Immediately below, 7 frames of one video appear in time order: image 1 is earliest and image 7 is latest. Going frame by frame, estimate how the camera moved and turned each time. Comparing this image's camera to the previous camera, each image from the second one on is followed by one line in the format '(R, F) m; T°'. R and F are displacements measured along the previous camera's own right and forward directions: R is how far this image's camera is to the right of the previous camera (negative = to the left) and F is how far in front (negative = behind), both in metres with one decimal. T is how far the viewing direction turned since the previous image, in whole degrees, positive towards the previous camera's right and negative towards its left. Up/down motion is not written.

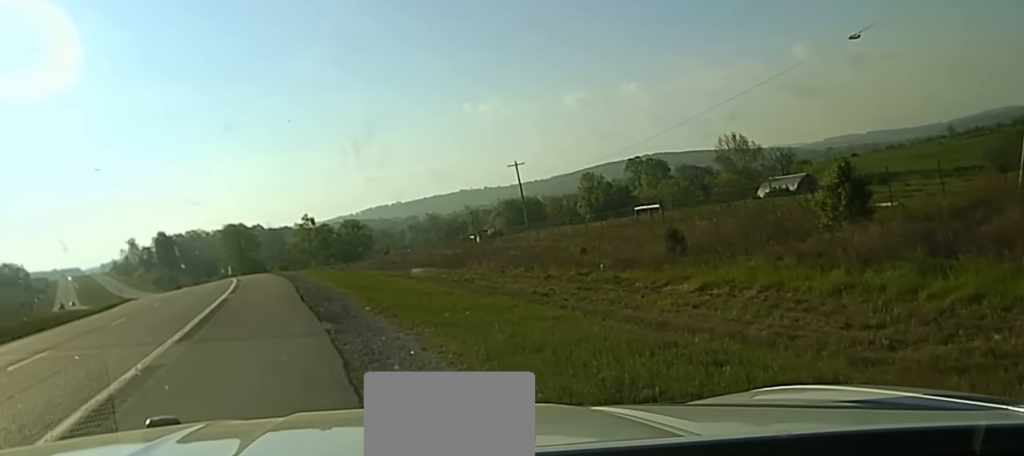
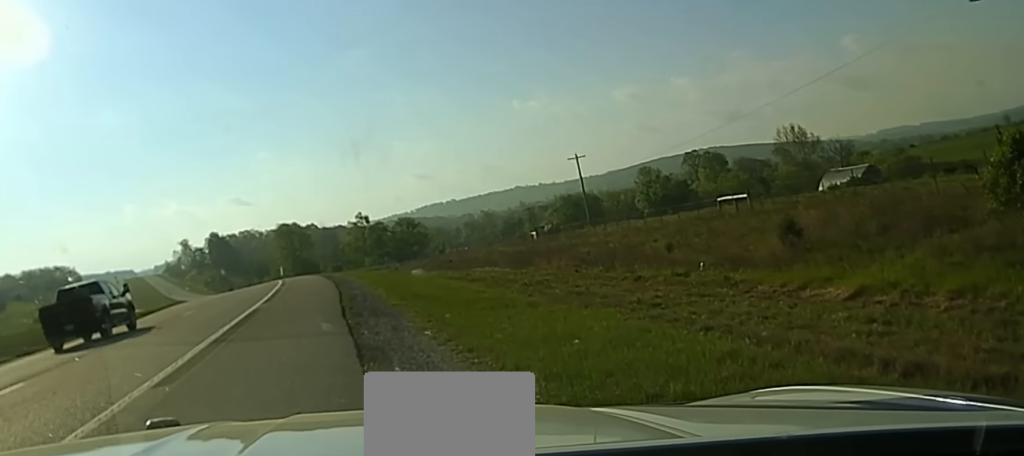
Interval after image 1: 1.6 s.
(-0.1, +3.5) m; -6°
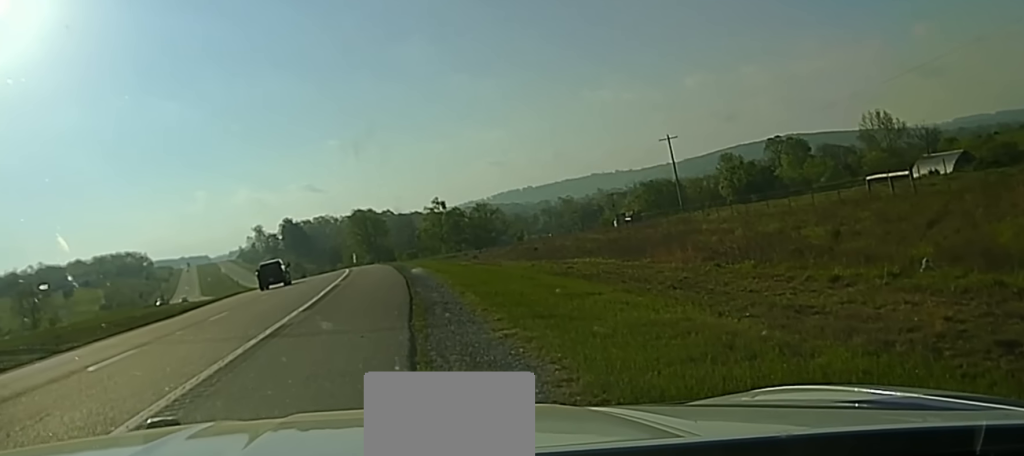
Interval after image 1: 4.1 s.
(0.0, +7.6) m; 0°
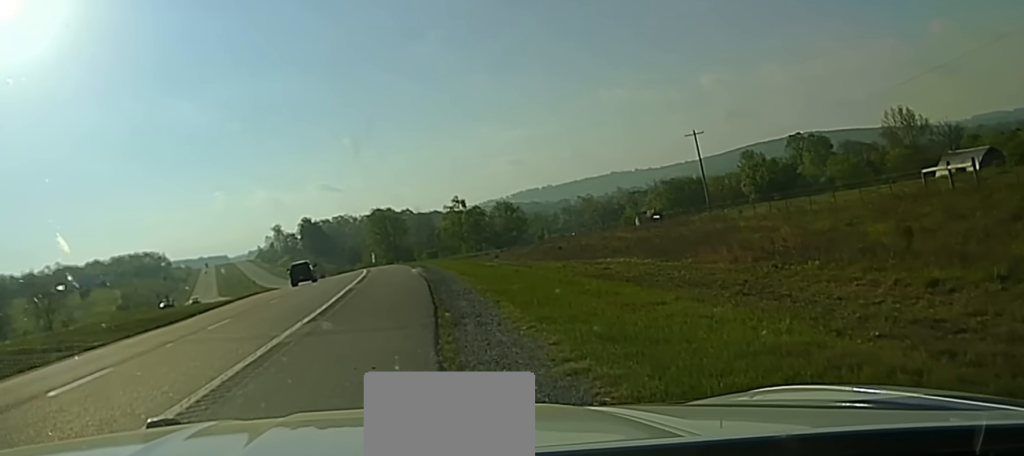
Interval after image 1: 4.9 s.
(+0.1, +3.2) m; -3°
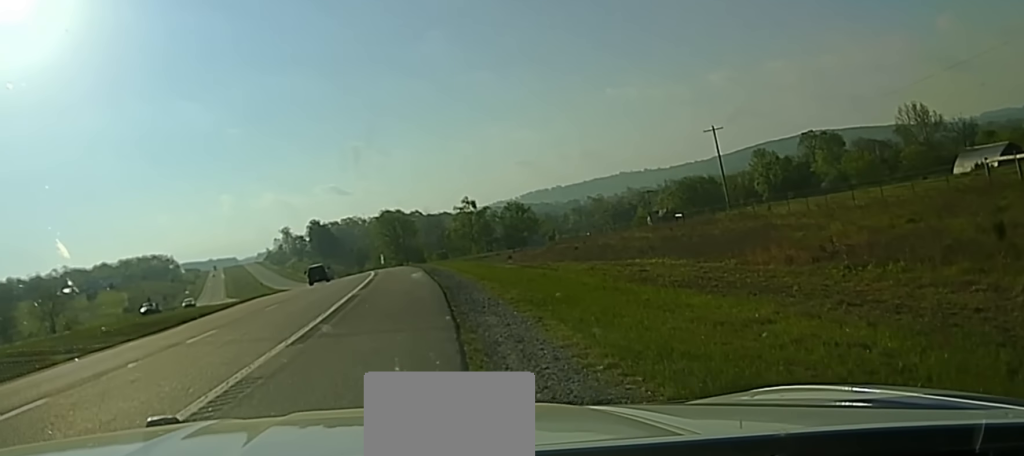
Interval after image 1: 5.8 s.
(-0.2, +3.5) m; -2°
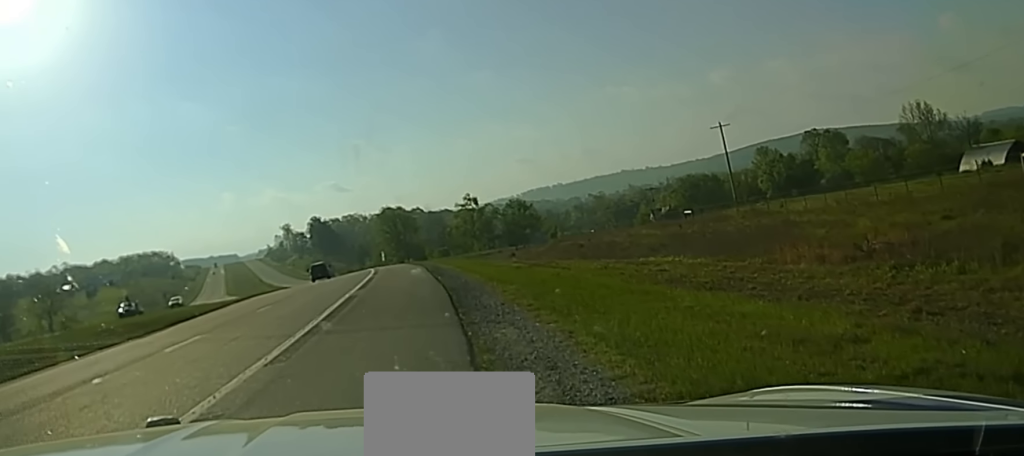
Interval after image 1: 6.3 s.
(-0.3, +2.2) m; 0°
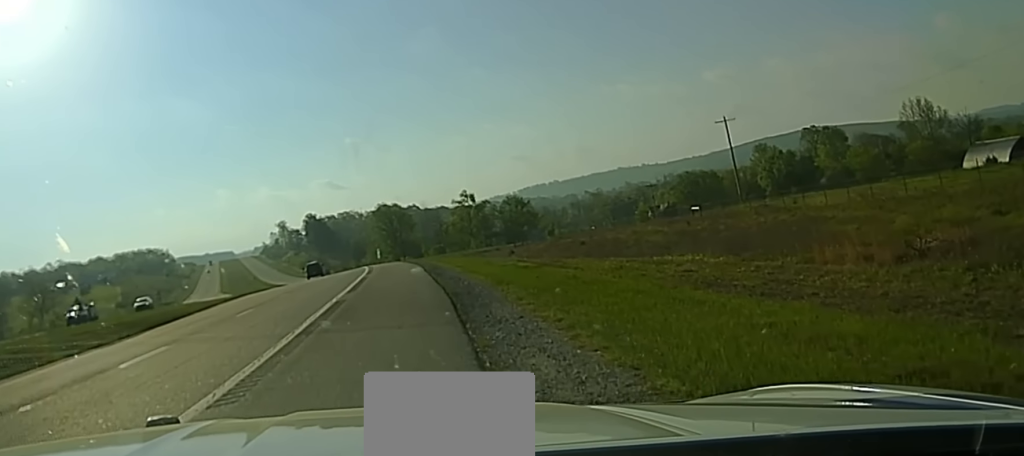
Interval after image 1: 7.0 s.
(+0.4, +3.1) m; +4°
